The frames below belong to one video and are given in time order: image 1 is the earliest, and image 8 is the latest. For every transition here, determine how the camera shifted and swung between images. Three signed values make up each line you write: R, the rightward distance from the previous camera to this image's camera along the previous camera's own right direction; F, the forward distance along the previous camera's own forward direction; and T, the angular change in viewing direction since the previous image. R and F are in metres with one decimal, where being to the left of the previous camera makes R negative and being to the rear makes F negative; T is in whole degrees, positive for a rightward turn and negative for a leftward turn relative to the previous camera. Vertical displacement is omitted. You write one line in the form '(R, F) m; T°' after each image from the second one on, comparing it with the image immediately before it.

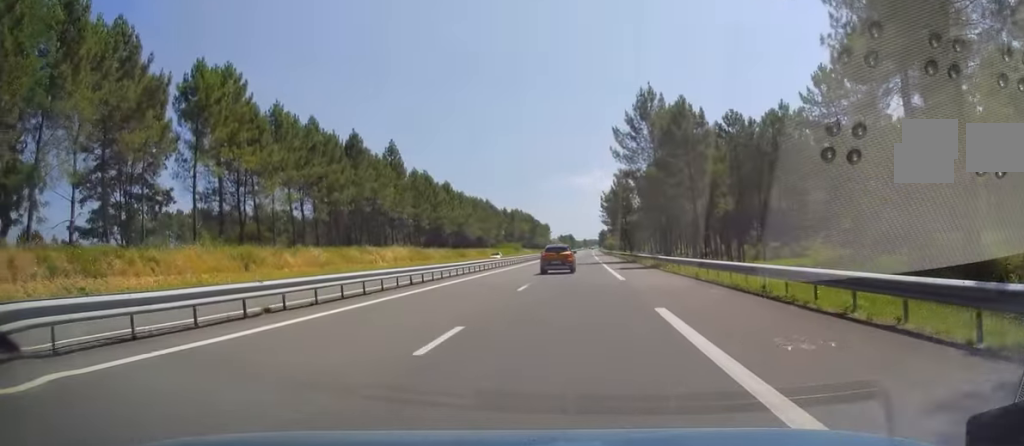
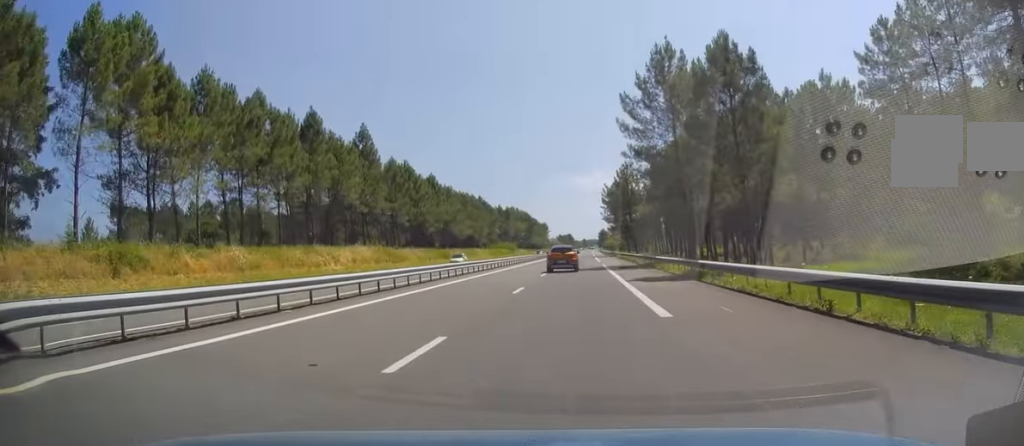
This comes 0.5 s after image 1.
(0.0, +14.2) m; 0°
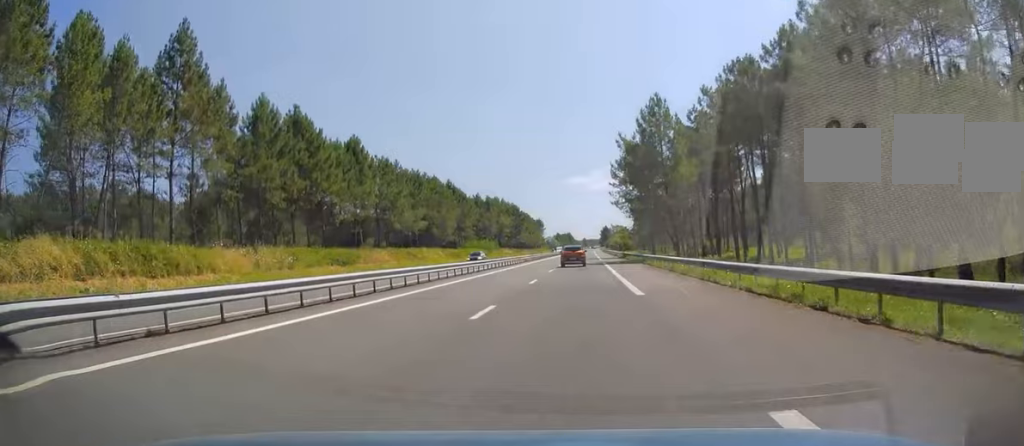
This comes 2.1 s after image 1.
(+0.1, +46.6) m; 0°
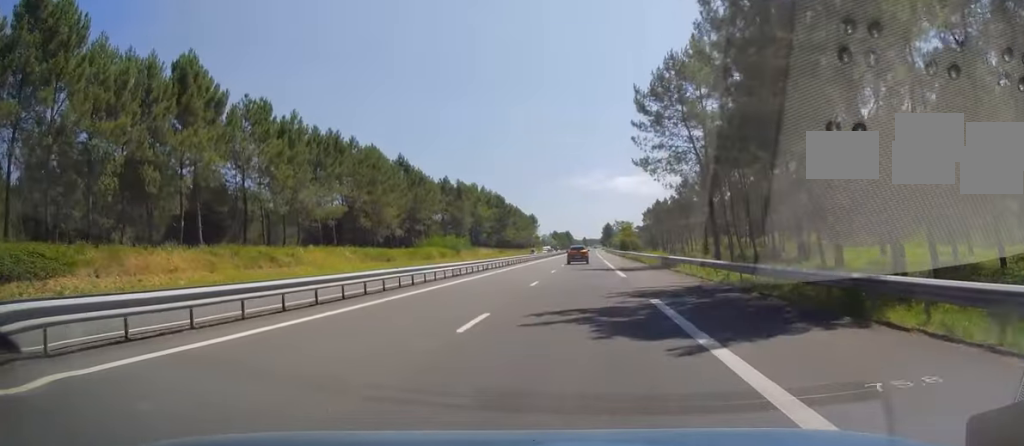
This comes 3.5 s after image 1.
(+0.4, +41.2) m; +1°
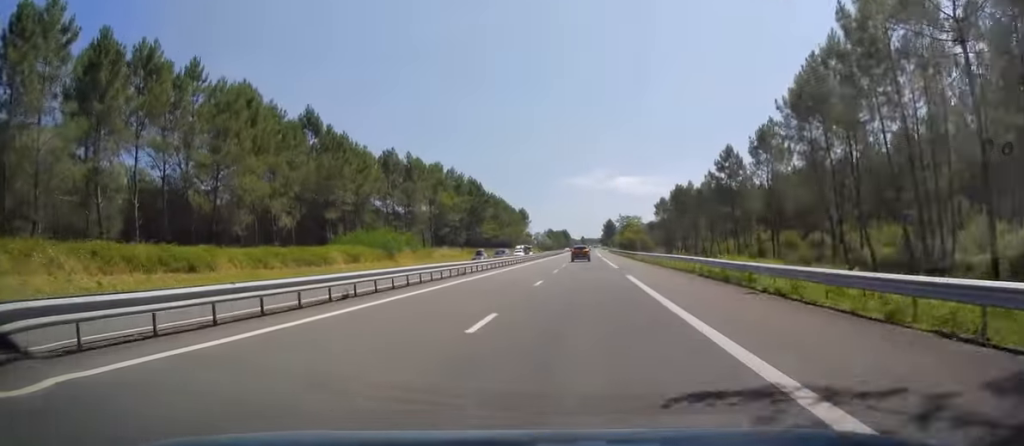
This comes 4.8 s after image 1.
(-0.4, +39.3) m; -1°
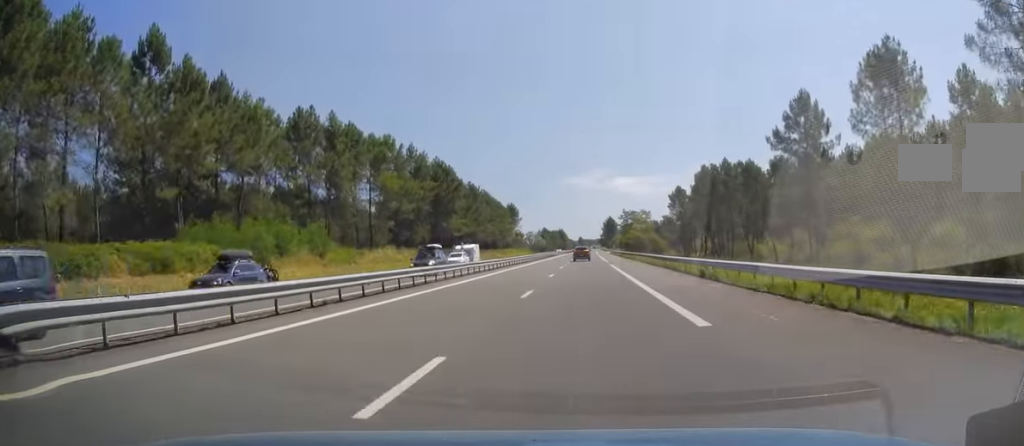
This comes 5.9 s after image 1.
(0.0, +31.4) m; 0°
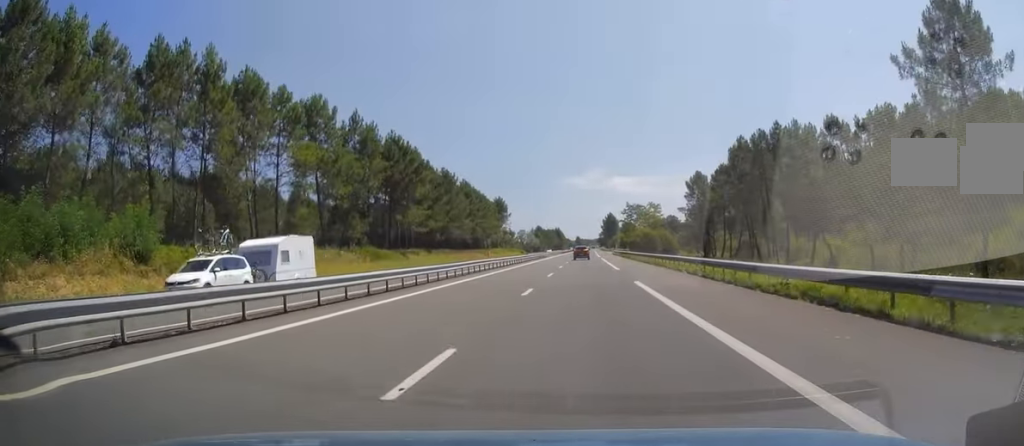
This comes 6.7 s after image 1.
(+0.1, +25.5) m; 0°
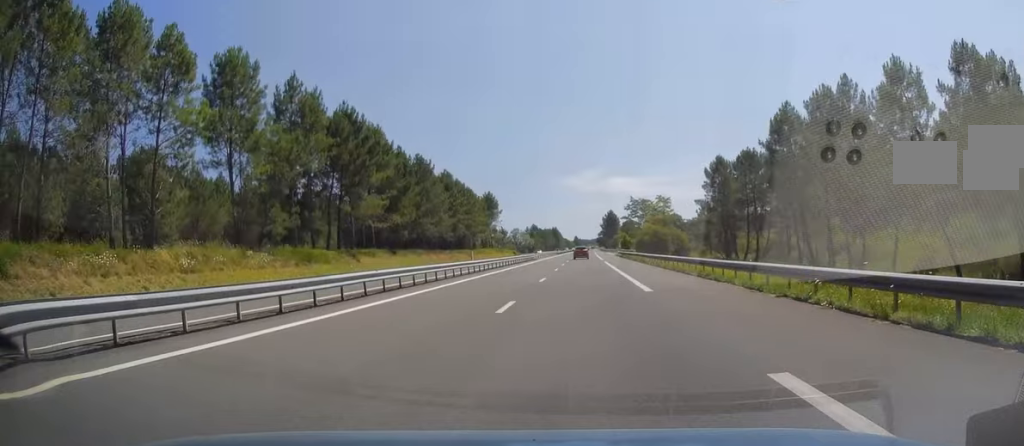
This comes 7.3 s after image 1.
(0.0, +18.2) m; 0°
